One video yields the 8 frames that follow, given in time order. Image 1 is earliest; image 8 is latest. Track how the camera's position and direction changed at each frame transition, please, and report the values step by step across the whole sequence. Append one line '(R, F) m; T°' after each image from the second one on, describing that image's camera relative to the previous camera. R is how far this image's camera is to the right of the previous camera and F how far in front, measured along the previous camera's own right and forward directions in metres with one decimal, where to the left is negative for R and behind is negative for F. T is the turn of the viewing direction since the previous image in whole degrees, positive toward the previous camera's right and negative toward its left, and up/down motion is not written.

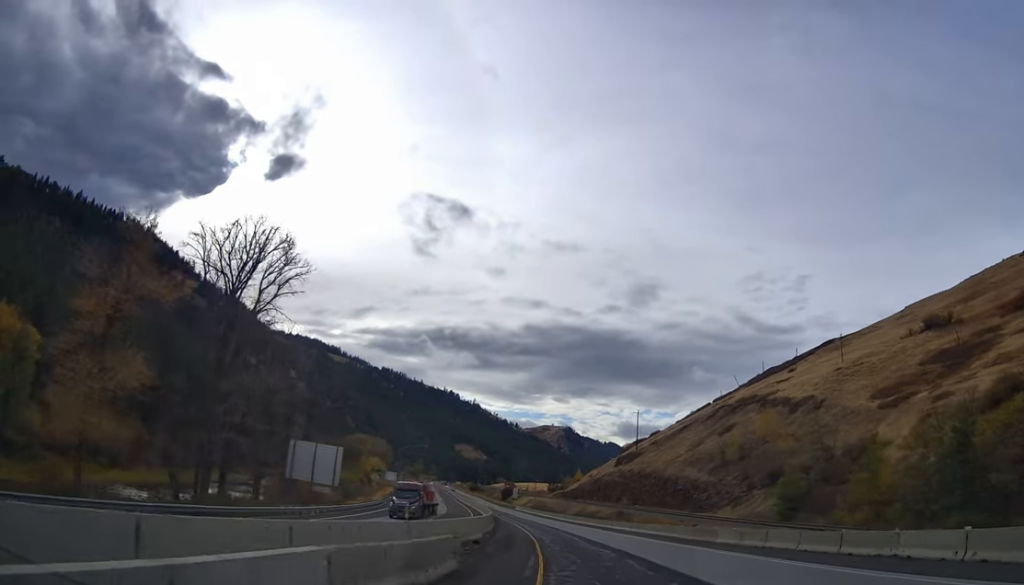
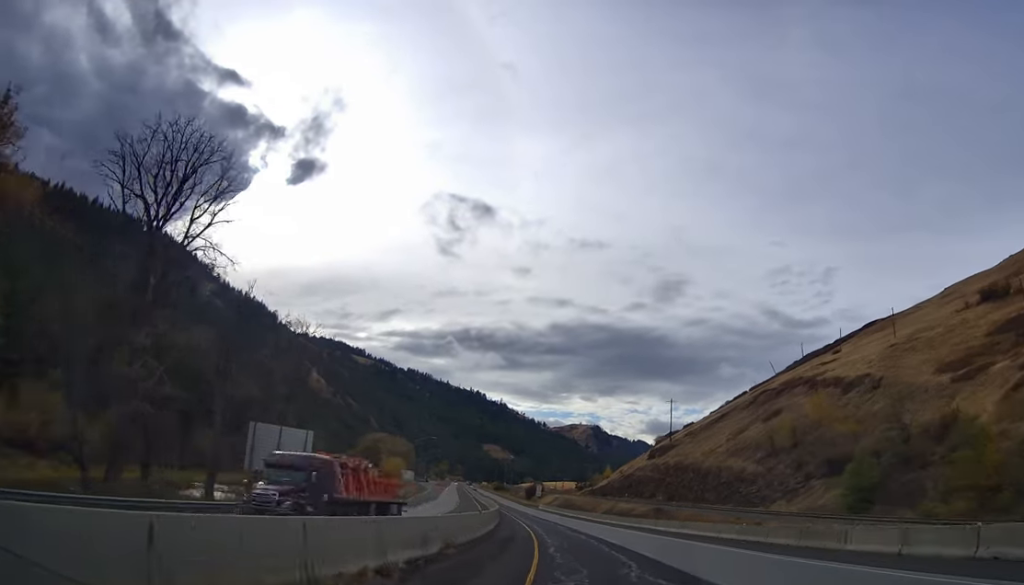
(-0.5, +15.4) m; -3°
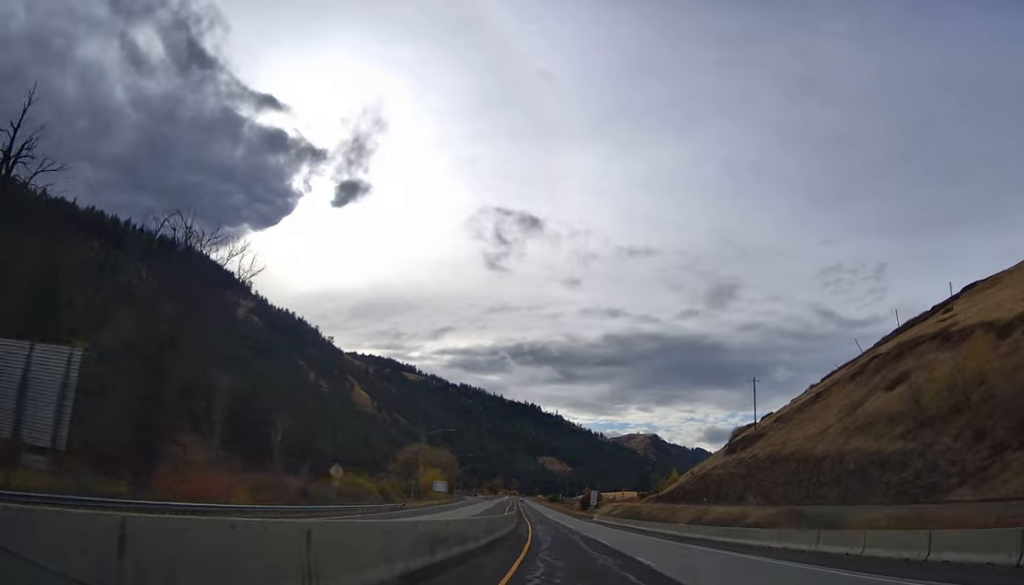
(-2.4, +34.8) m; -6°
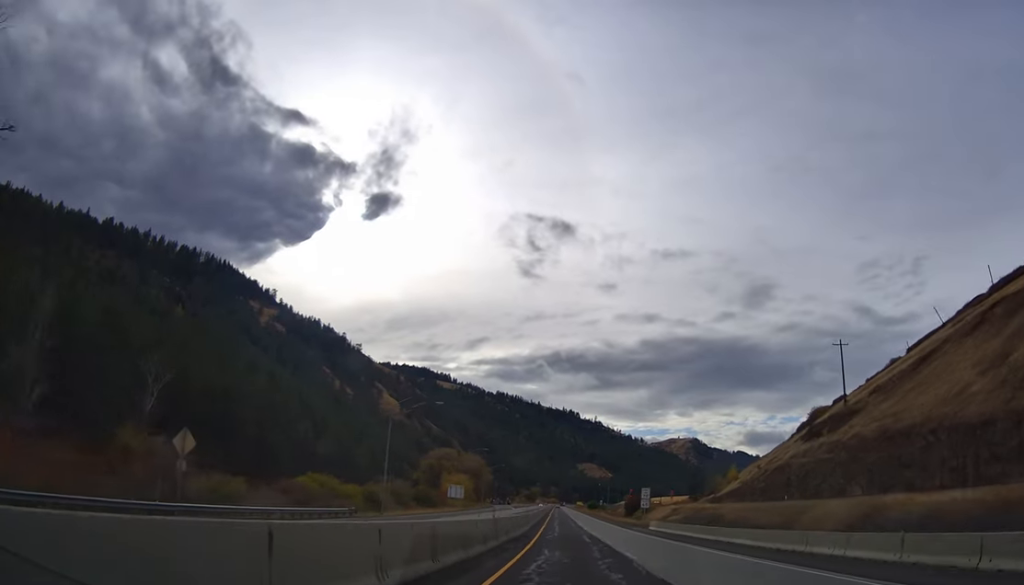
(-0.9, +31.4) m; -4°
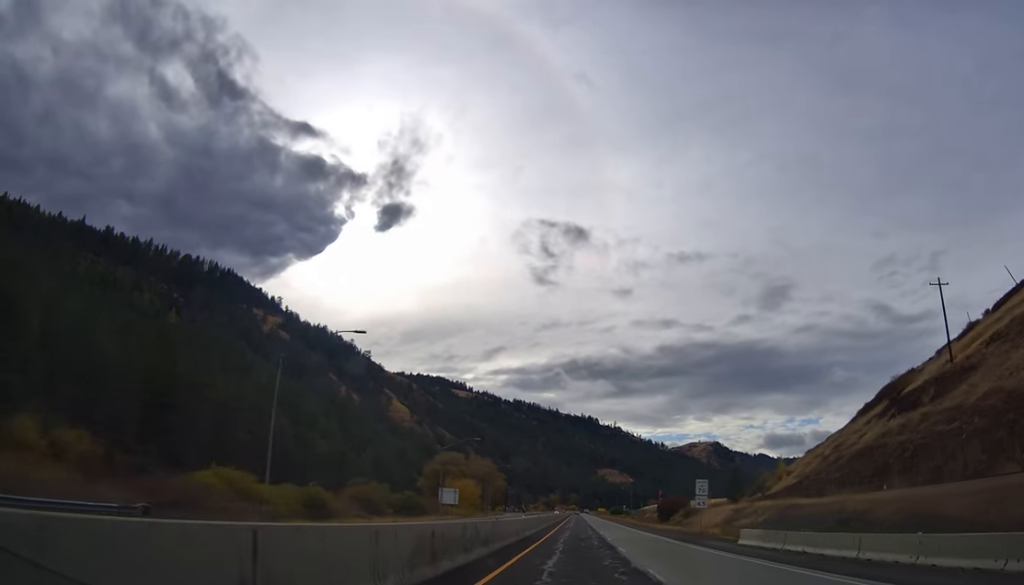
(-1.5, +30.4) m; -5°
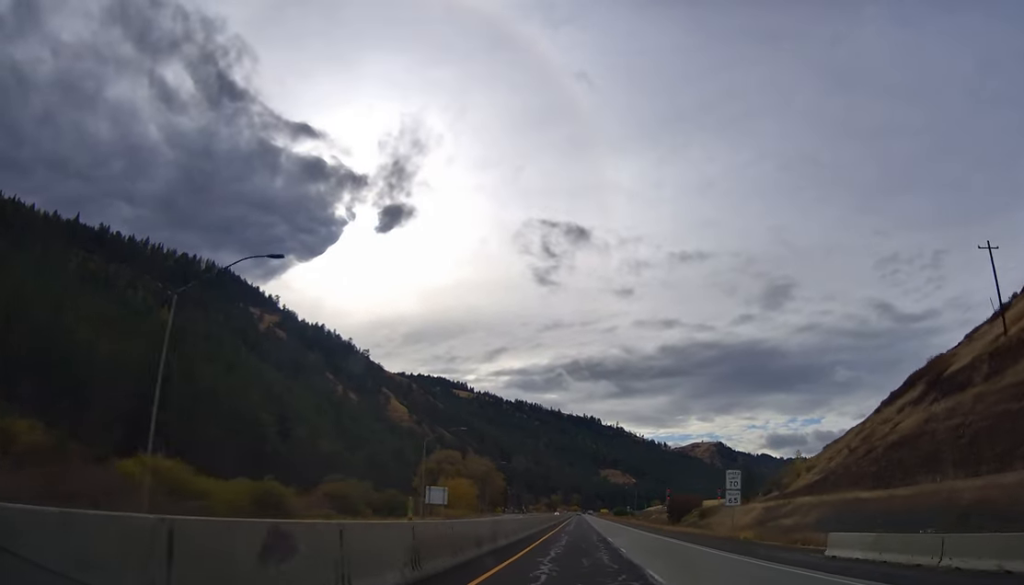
(-0.2, +12.5) m; -2°
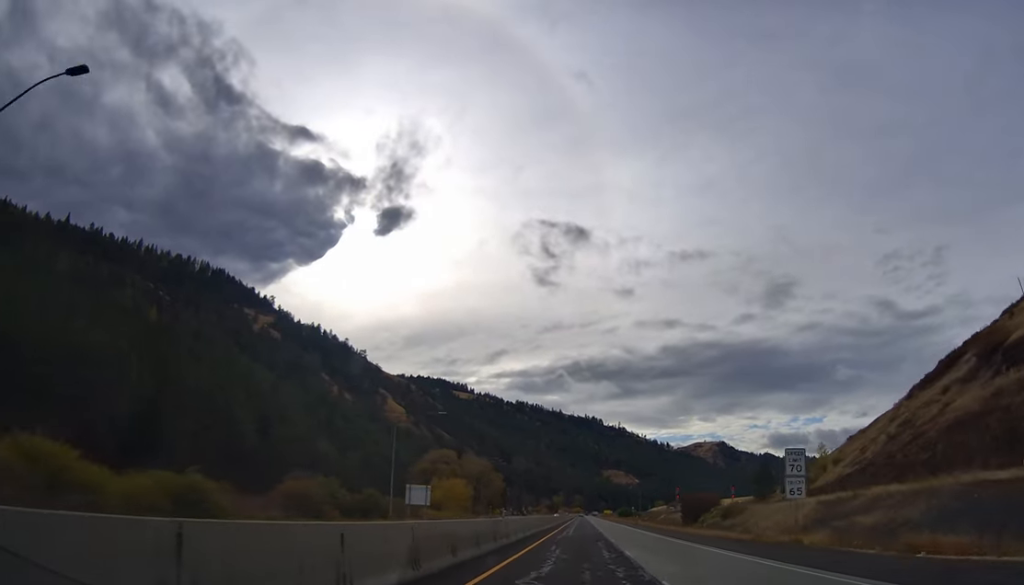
(-0.3, +15.0) m; 0°
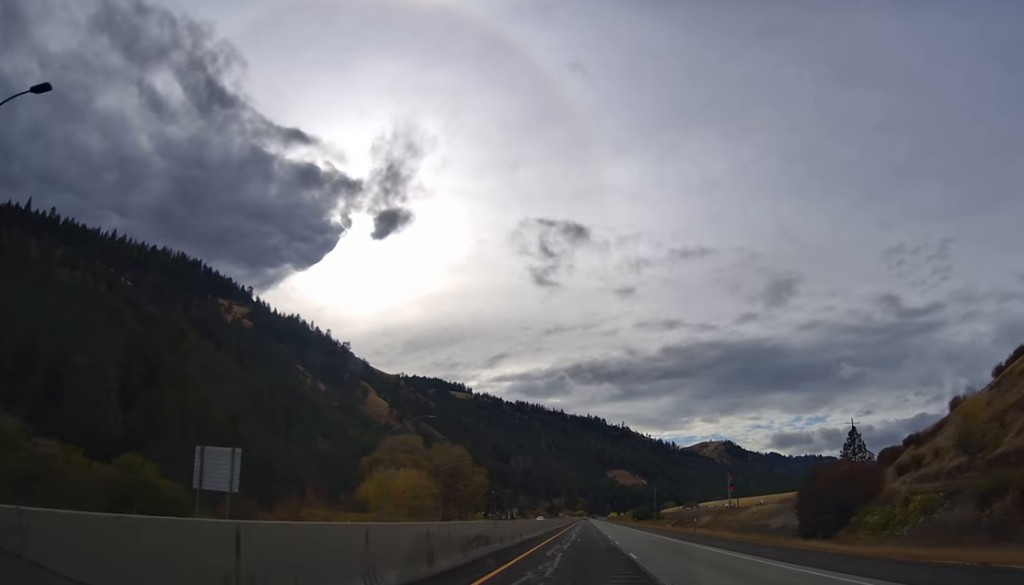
(-0.3, +60.0) m; 0°
